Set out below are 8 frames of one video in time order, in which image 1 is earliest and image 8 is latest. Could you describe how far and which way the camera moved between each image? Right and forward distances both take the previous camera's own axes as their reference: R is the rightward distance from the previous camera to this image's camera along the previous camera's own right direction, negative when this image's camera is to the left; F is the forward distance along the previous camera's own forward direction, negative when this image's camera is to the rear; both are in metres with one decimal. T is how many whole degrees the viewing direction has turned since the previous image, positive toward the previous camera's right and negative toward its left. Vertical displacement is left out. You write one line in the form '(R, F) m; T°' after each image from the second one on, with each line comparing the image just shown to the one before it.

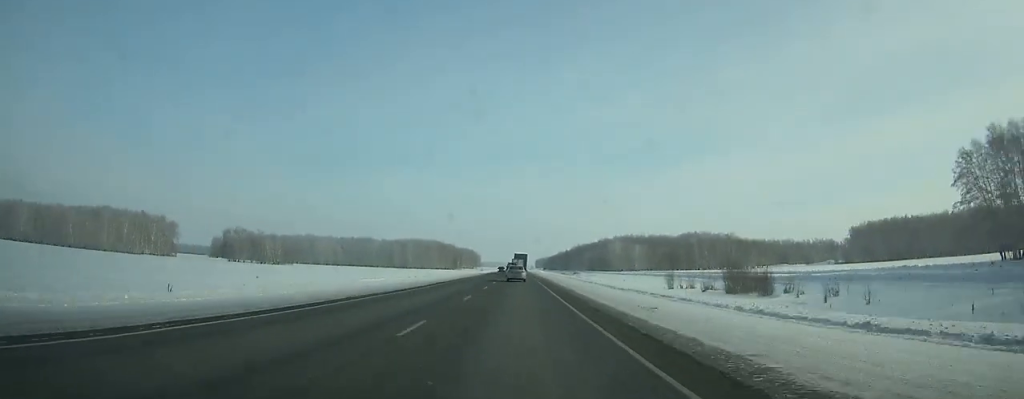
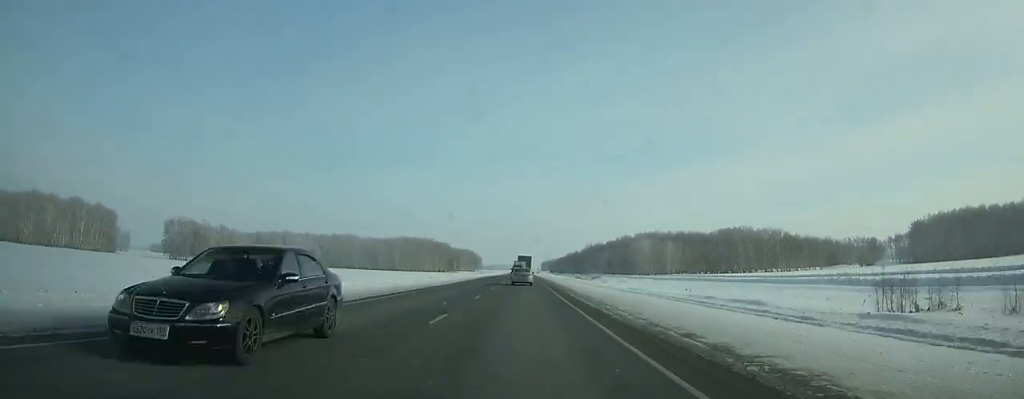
(-0.1, +57.1) m; 0°
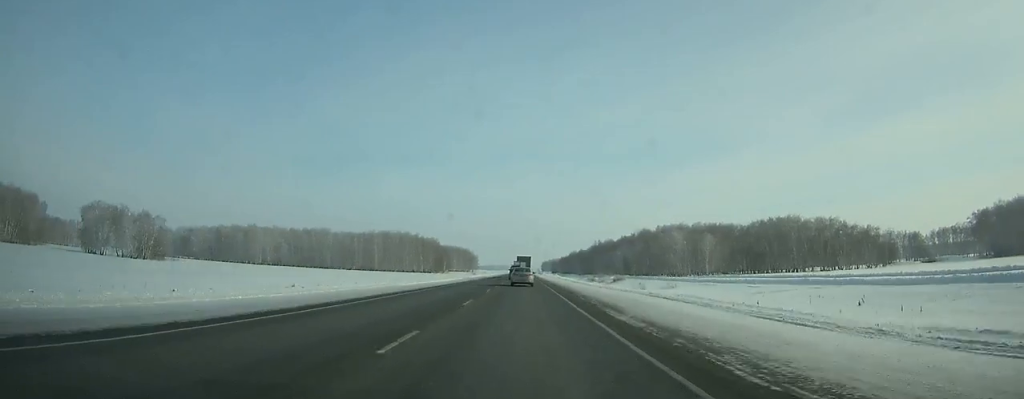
(0.0, +52.3) m; 0°
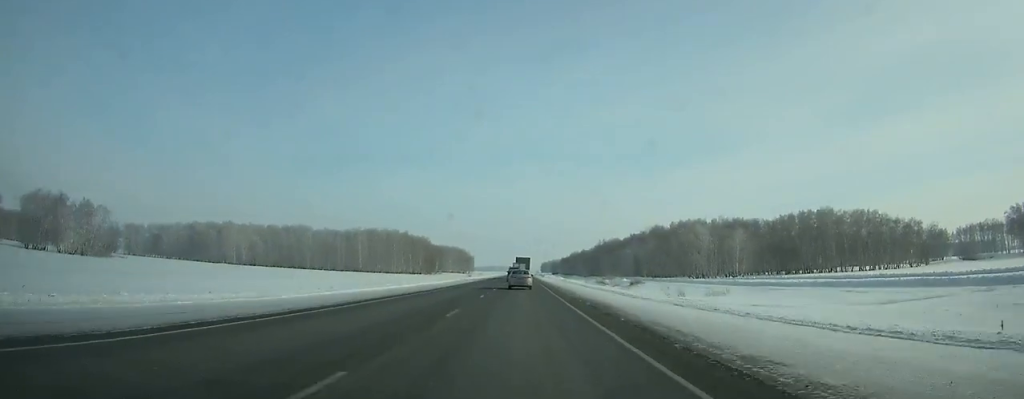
(0.0, +28.2) m; 0°
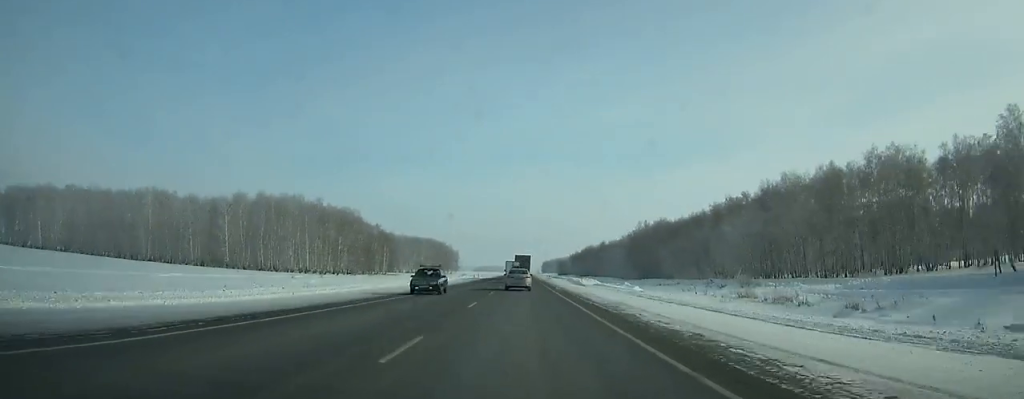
(+0.4, +127.3) m; 0°
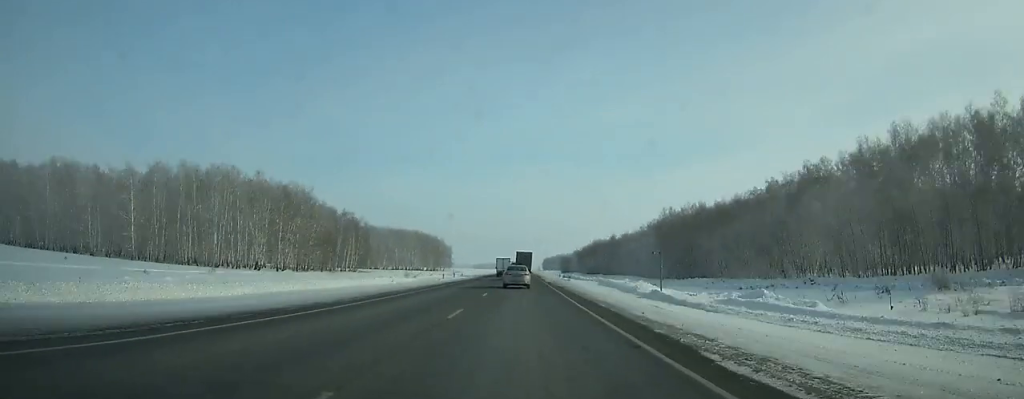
(+0.1, +40.7) m; 0°
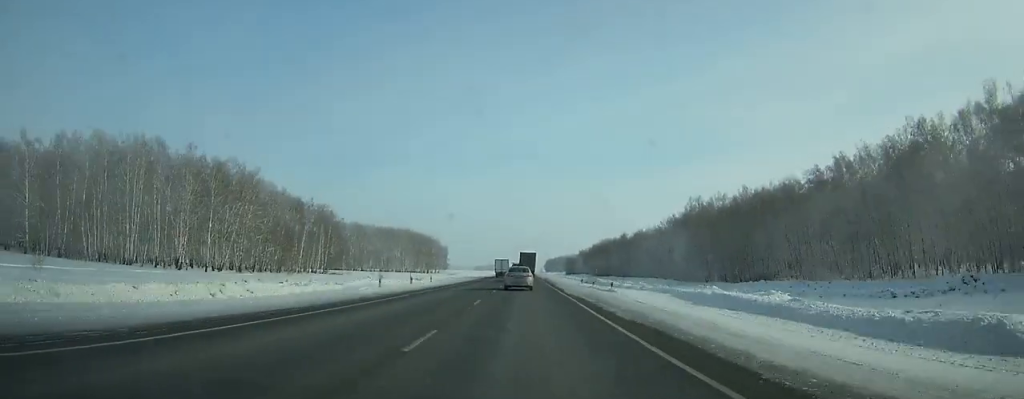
(0.0, +29.8) m; 0°
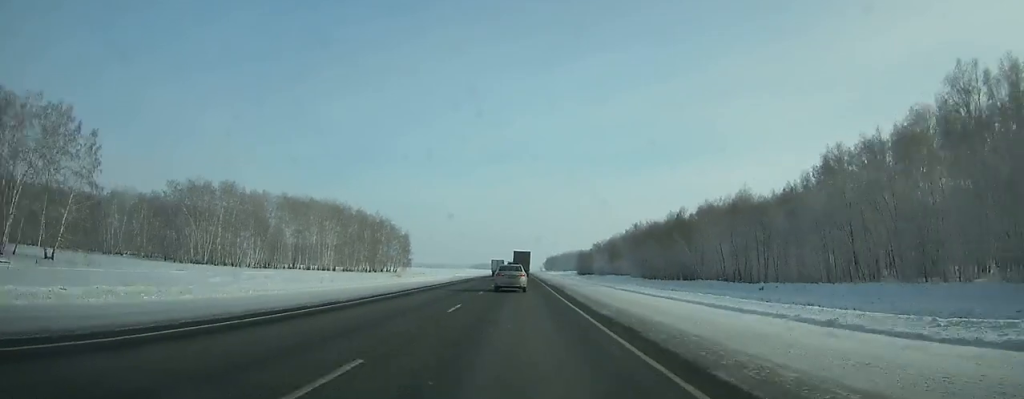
(-0.1, +111.2) m; 0°
